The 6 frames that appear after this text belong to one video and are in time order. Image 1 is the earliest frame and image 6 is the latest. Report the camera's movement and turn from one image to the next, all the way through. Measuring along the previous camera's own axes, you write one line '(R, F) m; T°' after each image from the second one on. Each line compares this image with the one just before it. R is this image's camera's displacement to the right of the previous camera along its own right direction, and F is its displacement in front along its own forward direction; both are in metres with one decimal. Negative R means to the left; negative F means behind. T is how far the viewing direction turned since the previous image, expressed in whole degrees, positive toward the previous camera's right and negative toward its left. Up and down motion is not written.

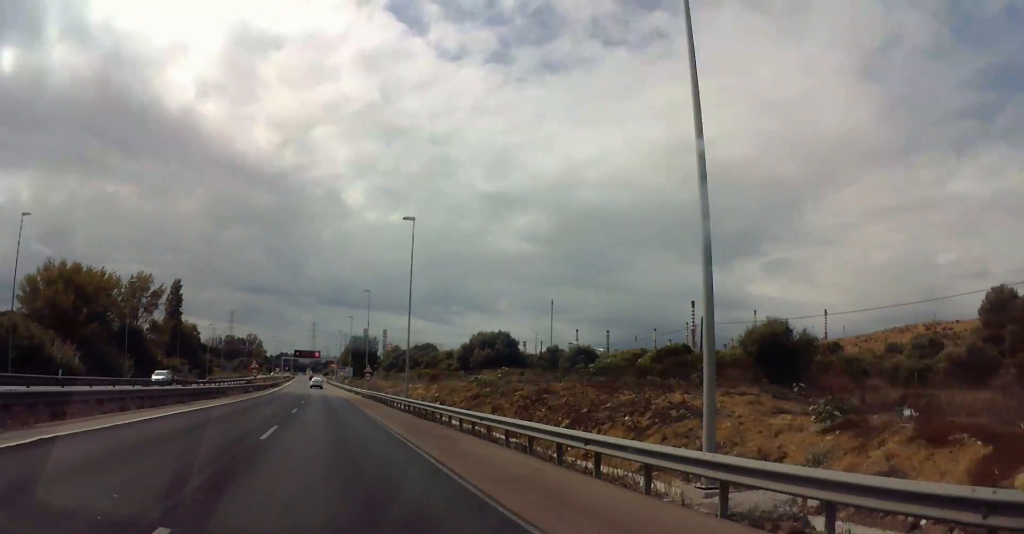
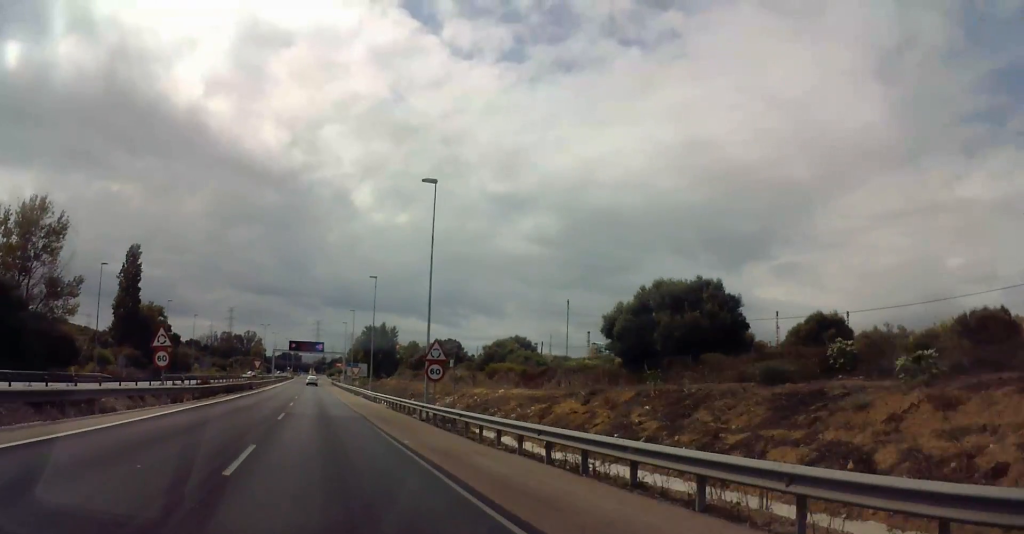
(-1.5, +44.8) m; -3°
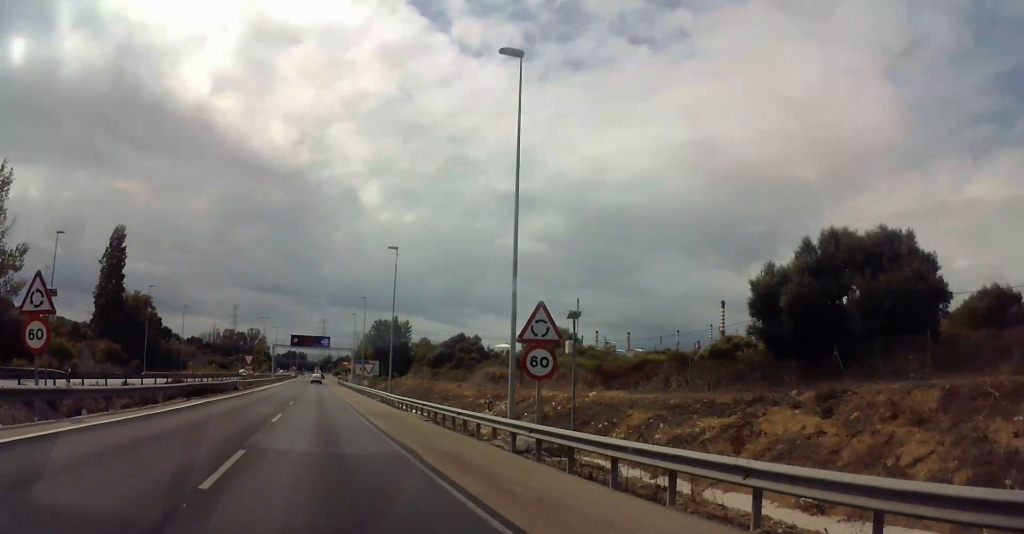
(+0.1, +16.0) m; 0°
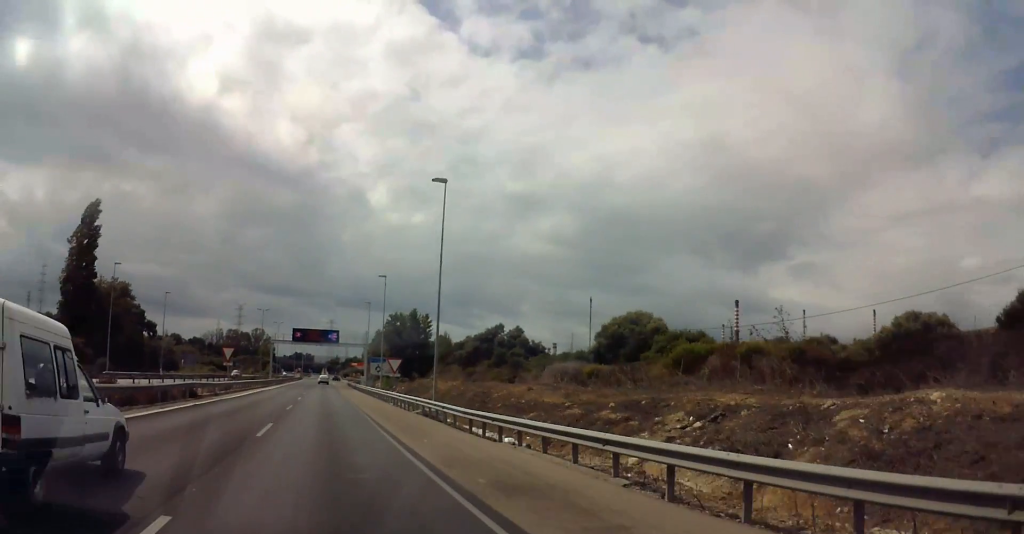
(0.0, +18.7) m; 0°
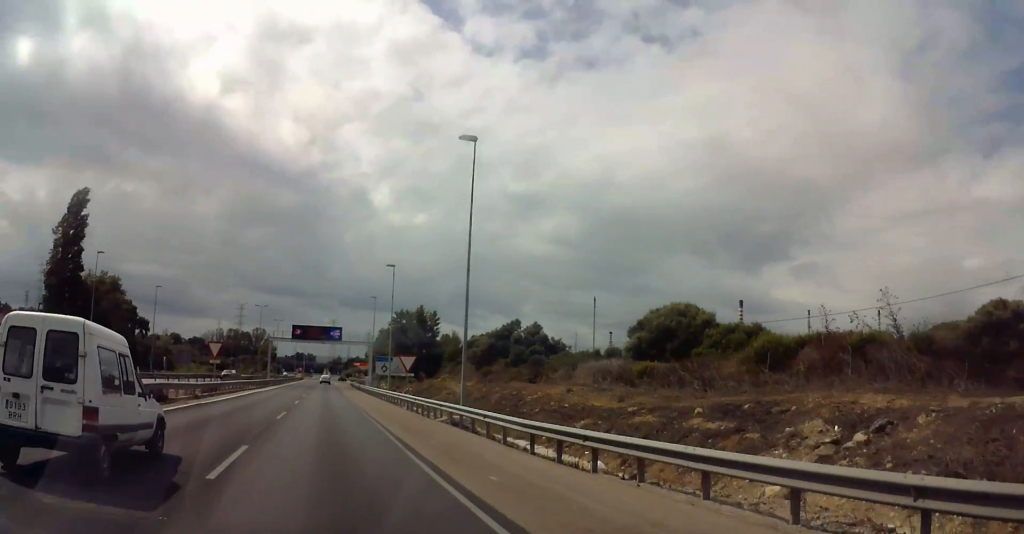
(0.0, +7.6) m; 0°
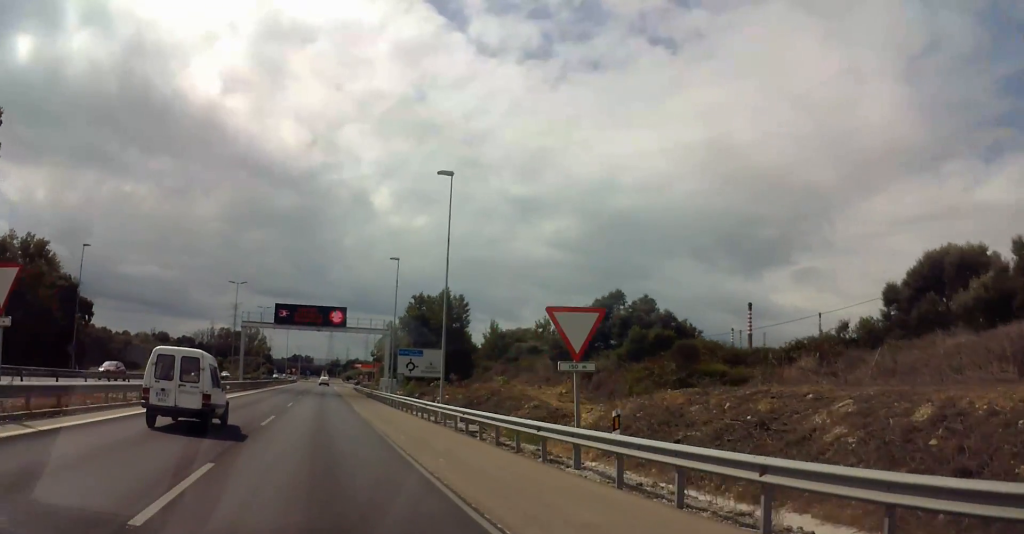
(-0.1, +30.0) m; 0°
